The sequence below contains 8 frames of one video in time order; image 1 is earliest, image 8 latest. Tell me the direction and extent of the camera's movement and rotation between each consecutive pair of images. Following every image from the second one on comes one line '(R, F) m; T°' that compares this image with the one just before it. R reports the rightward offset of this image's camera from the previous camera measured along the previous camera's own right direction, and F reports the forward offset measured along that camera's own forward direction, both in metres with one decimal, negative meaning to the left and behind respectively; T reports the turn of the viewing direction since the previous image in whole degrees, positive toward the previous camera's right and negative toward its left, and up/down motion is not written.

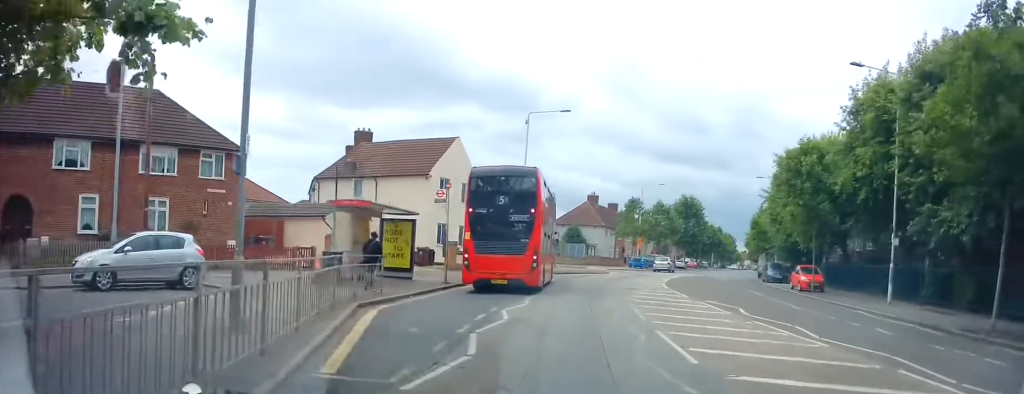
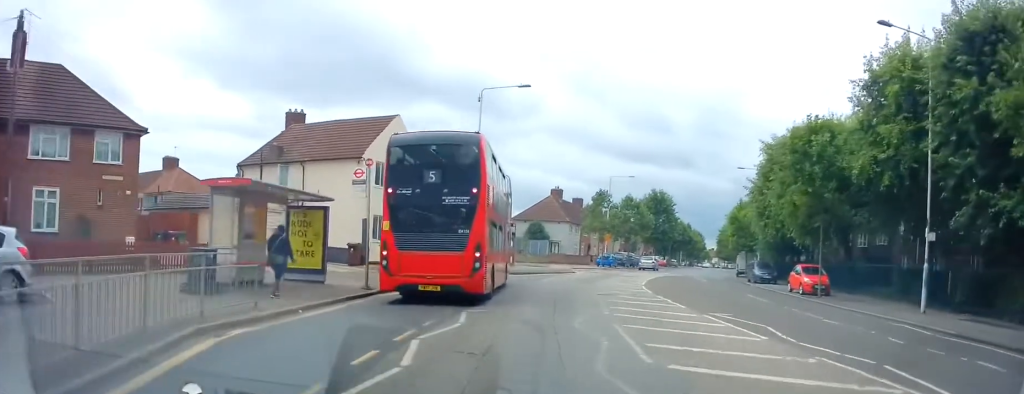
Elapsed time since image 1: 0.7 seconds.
(0.0, +5.2) m; +1°
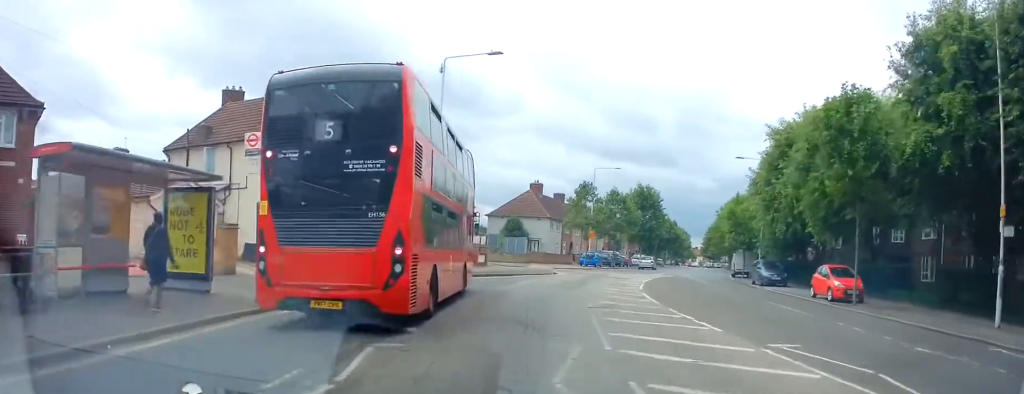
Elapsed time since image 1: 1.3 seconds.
(0.0, +5.2) m; +2°
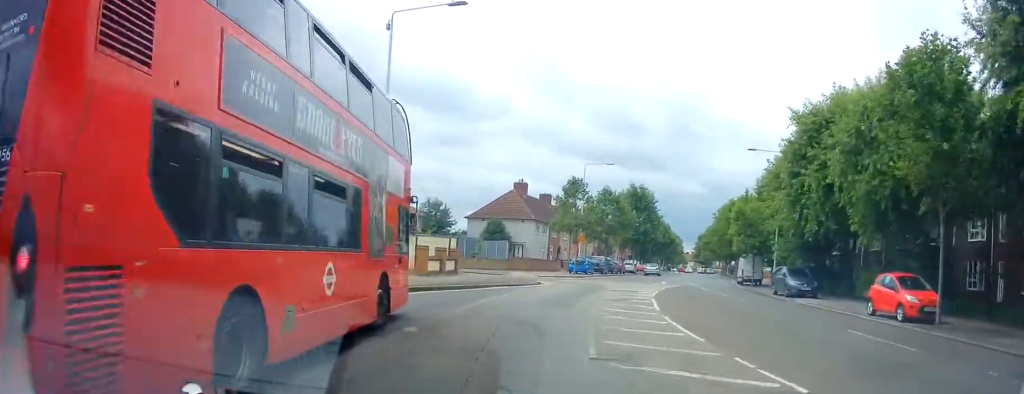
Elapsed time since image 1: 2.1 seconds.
(+0.1, +6.3) m; +3°
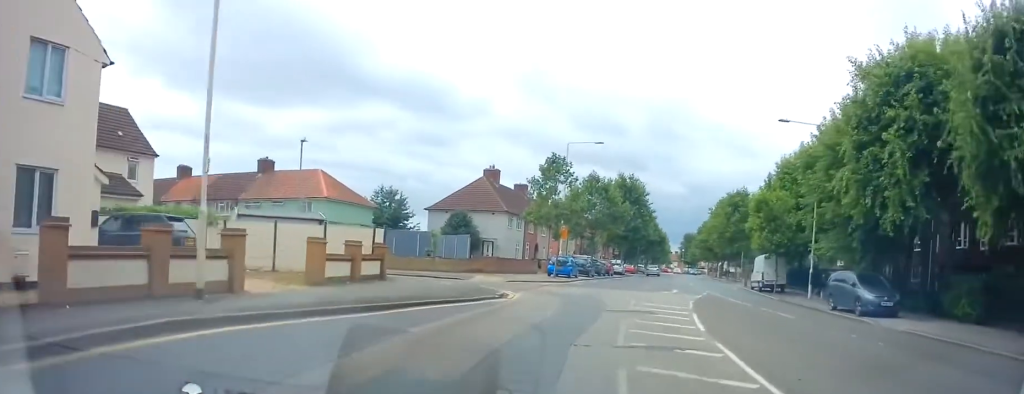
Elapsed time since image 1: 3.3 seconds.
(+0.2, +9.8) m; 0°
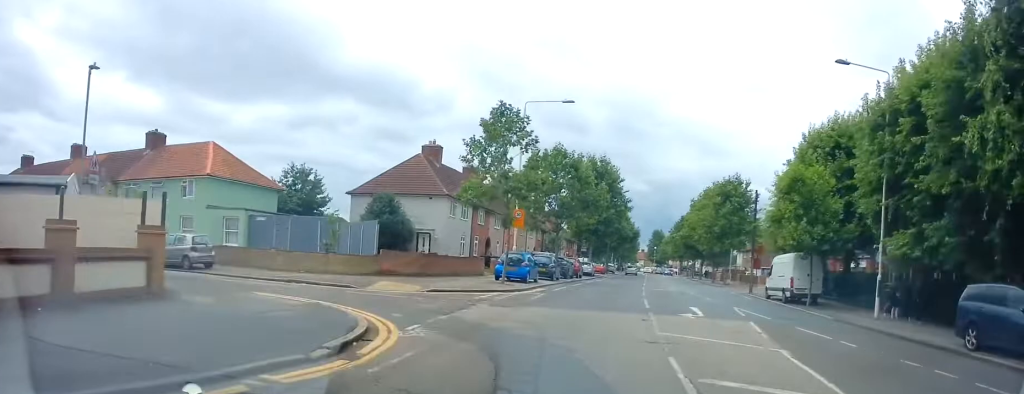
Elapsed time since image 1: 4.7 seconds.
(+0.2, +11.4) m; +7°
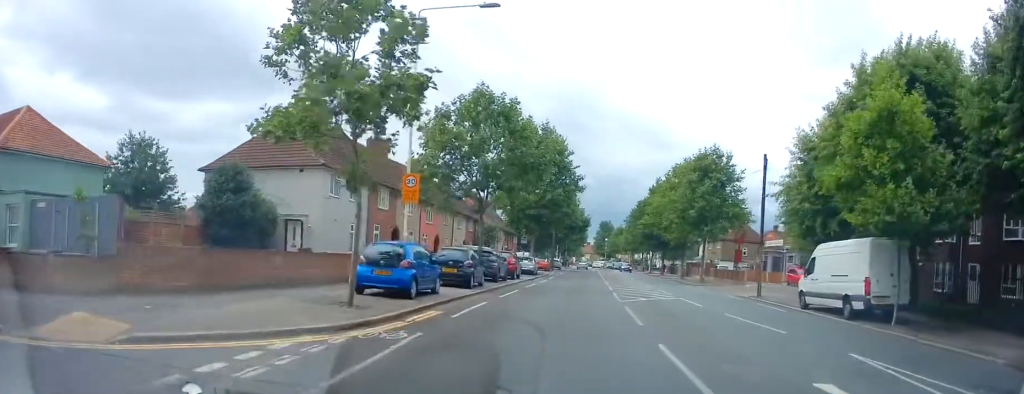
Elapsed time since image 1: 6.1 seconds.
(+0.8, +12.8) m; +2°
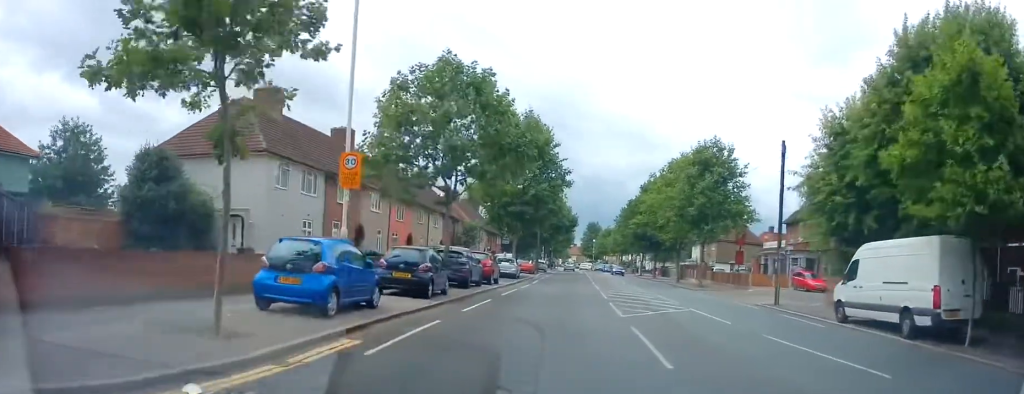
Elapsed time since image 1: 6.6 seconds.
(-0.3, +4.6) m; 0°
